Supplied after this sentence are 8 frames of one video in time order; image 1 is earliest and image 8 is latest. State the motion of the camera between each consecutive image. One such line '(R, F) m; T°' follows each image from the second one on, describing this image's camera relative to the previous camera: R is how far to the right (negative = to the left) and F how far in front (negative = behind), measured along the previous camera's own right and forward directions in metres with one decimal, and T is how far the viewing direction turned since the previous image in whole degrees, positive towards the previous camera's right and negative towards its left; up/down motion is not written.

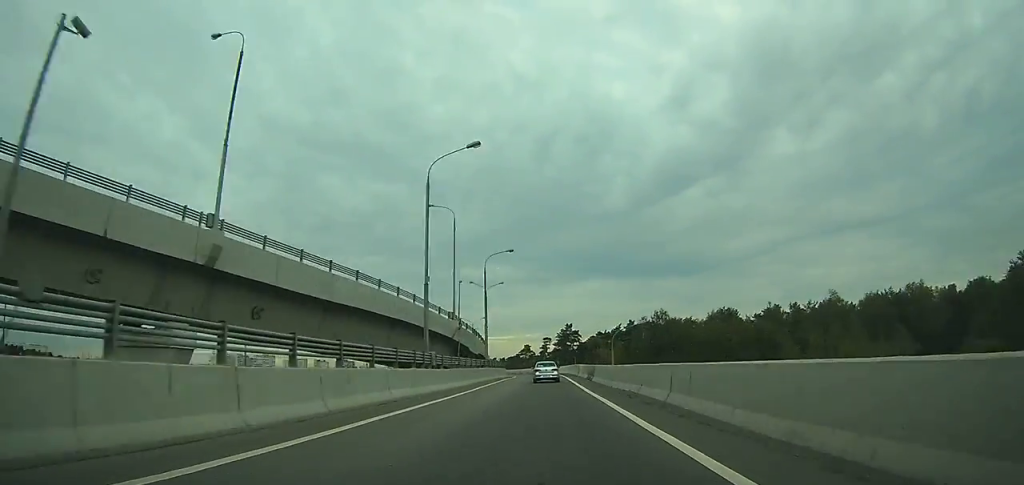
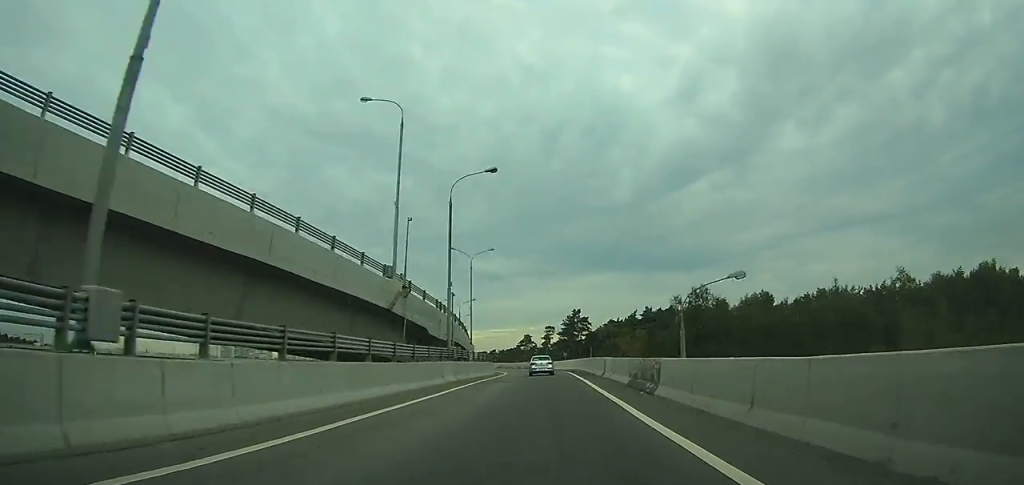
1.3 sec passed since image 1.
(+0.1, +21.1) m; 0°
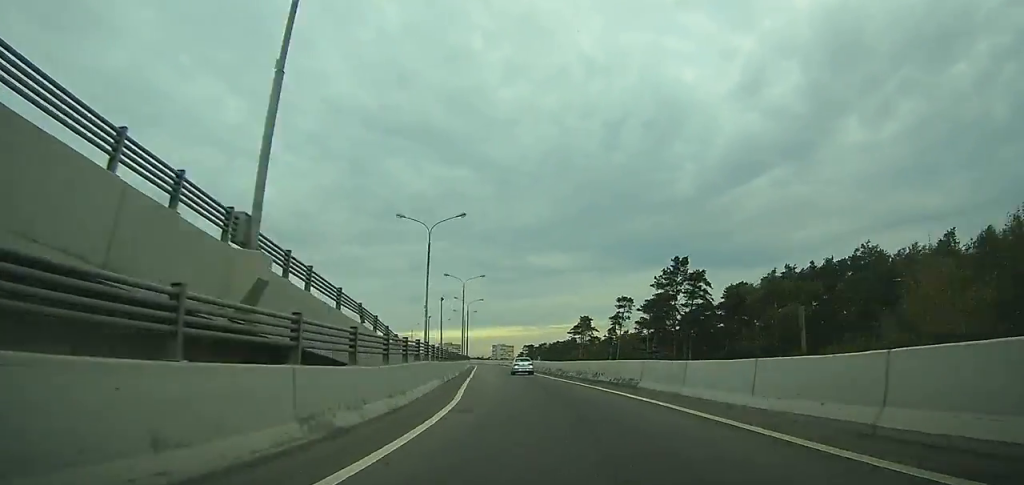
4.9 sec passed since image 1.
(-1.6, +55.4) m; -5°
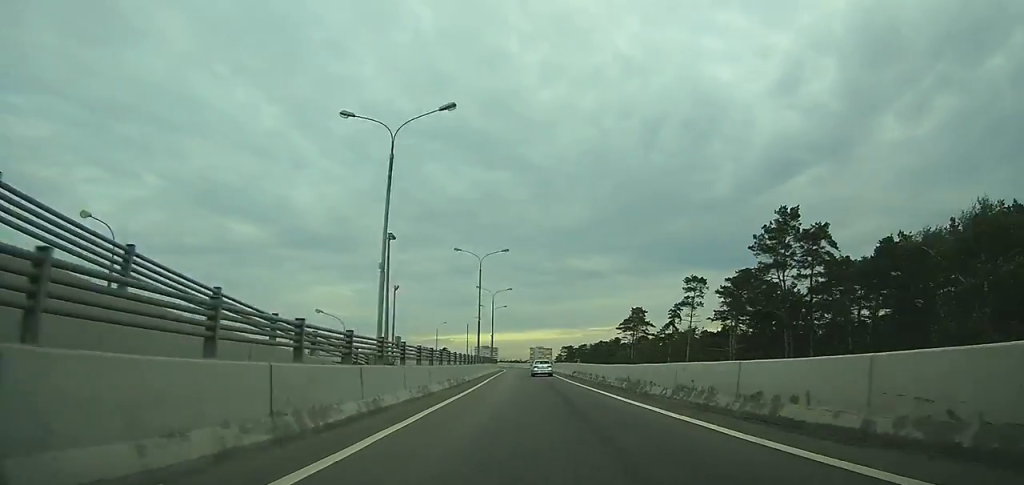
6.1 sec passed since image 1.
(-0.5, +19.2) m; -2°
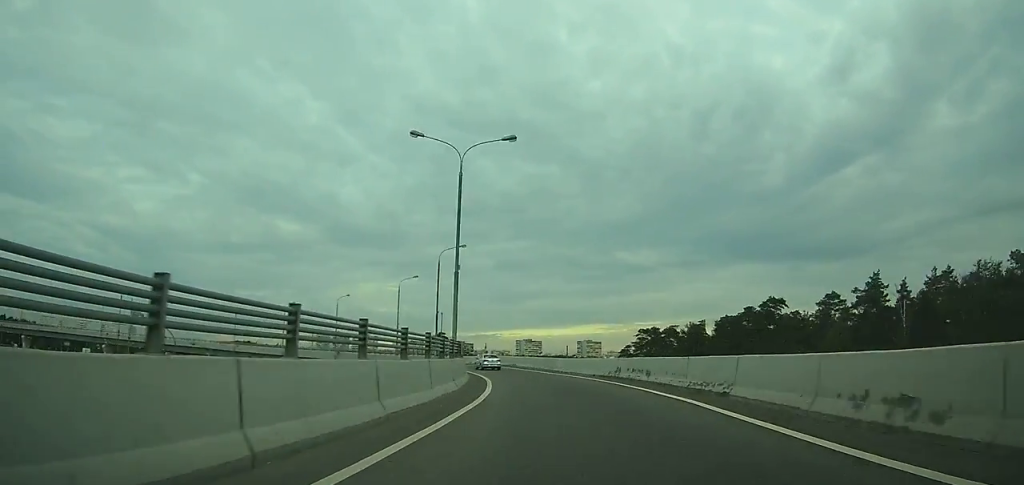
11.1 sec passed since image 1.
(-5.3, +88.1) m; -7°
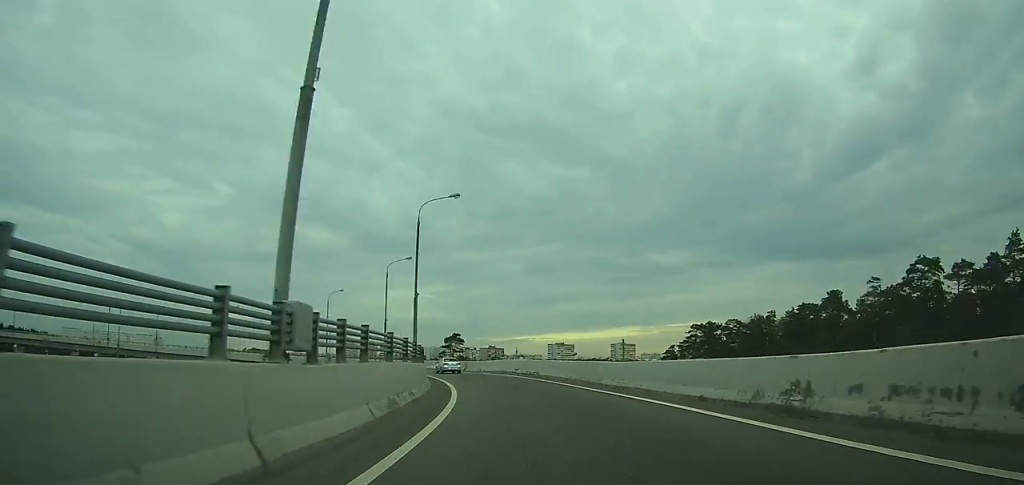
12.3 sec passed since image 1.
(+0.3, +20.5) m; -3°
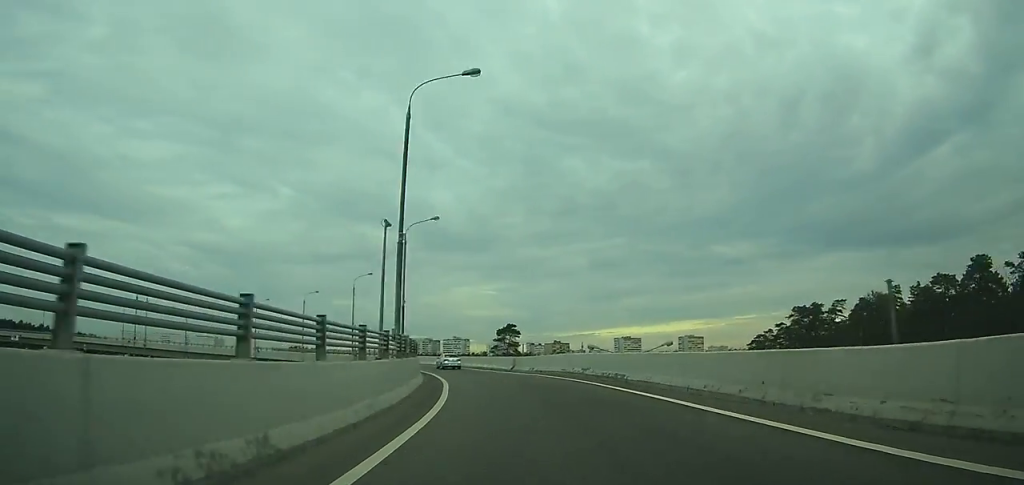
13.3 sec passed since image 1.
(-1.1, +17.1) m; -5°
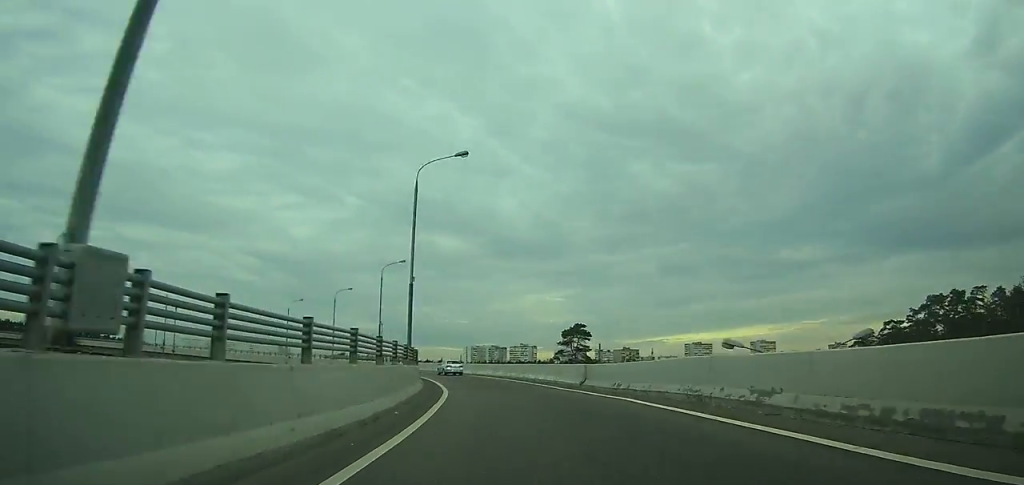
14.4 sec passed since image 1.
(0.0, +17.0) m; -5°
